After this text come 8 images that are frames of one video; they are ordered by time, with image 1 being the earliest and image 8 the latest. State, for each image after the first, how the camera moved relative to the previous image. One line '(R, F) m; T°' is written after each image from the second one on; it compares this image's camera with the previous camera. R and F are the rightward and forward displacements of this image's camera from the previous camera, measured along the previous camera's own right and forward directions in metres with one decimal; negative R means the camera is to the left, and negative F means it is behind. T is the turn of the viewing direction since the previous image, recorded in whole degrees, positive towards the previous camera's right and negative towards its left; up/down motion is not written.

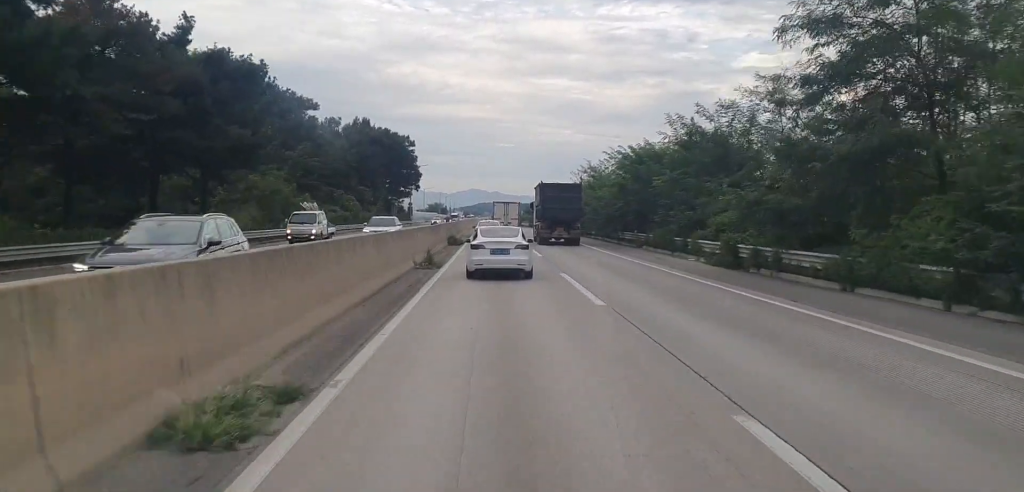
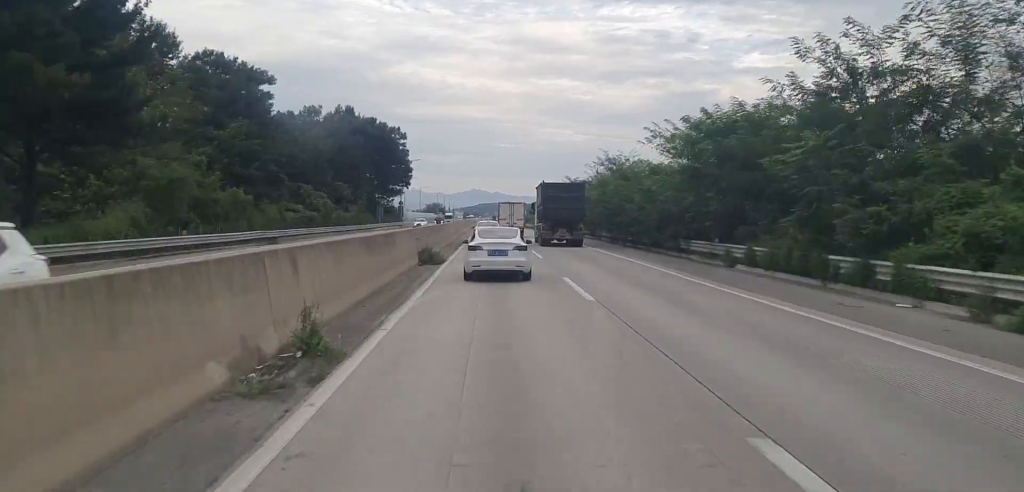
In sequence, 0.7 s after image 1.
(-0.1, +19.3) m; 0°
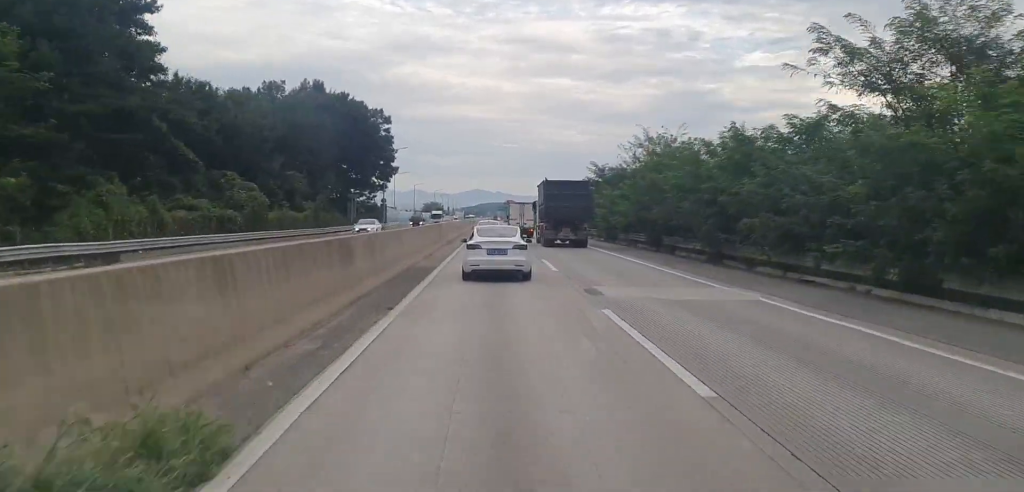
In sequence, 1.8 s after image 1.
(-0.1, +26.4) m; 0°
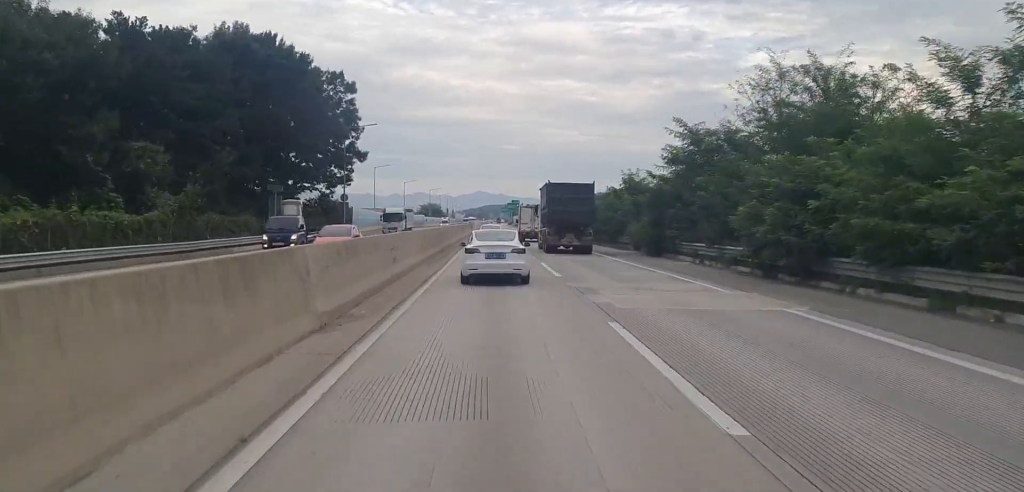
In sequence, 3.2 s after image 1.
(+0.1, +35.3) m; 0°
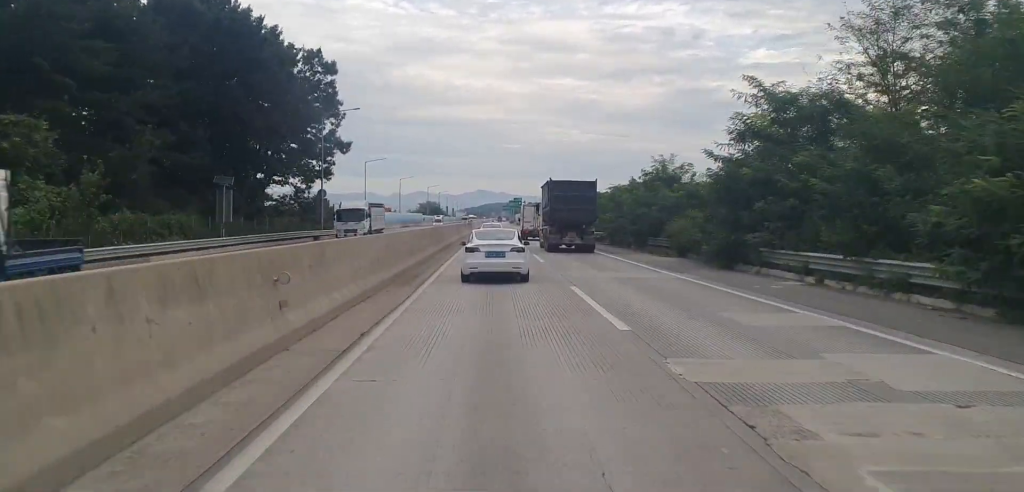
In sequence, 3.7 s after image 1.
(0.0, +12.2) m; 0°
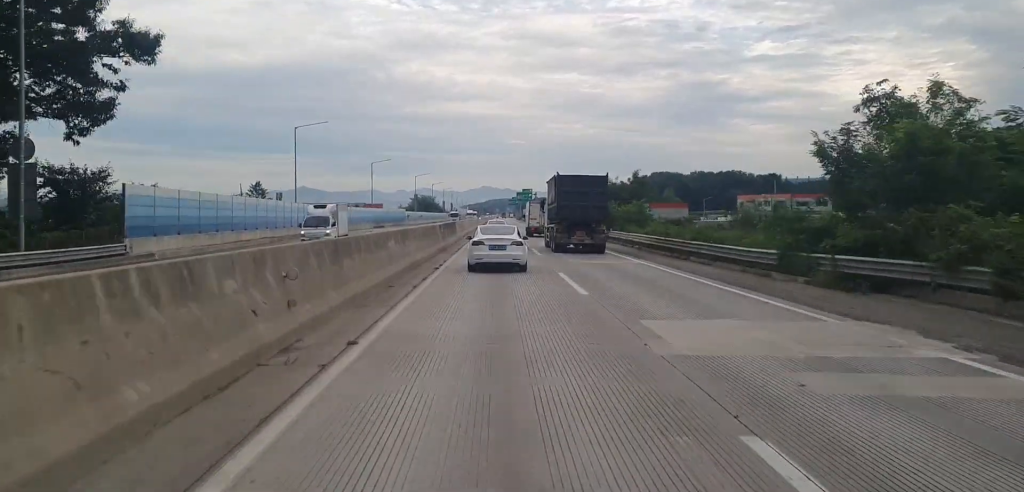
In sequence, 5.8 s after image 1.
(+0.4, +50.4) m; 0°
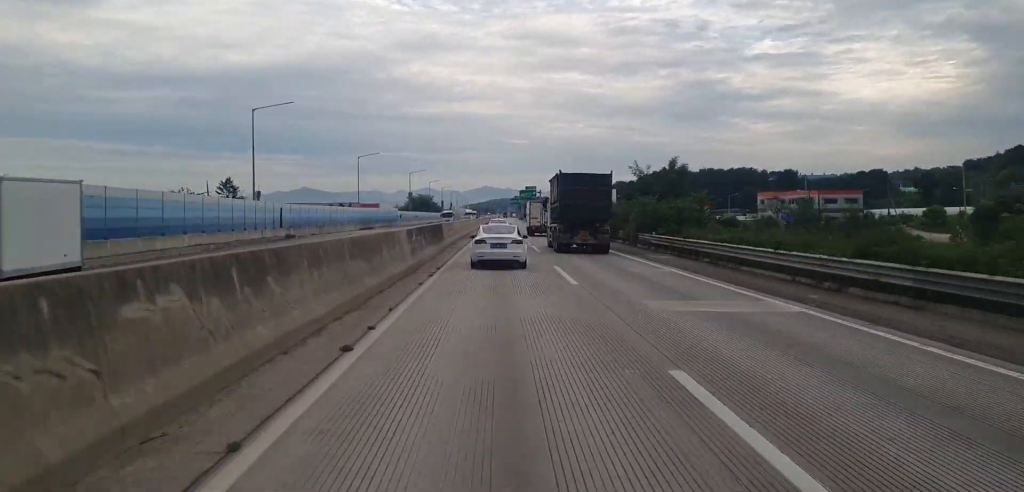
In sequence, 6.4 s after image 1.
(+0.1, +15.5) m; -1°
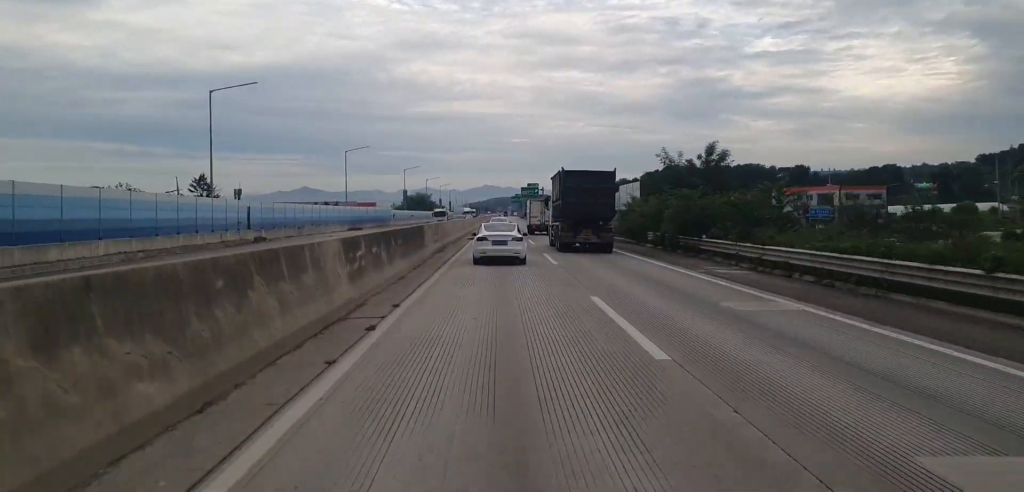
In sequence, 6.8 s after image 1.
(-0.2, +10.7) m; 0°
